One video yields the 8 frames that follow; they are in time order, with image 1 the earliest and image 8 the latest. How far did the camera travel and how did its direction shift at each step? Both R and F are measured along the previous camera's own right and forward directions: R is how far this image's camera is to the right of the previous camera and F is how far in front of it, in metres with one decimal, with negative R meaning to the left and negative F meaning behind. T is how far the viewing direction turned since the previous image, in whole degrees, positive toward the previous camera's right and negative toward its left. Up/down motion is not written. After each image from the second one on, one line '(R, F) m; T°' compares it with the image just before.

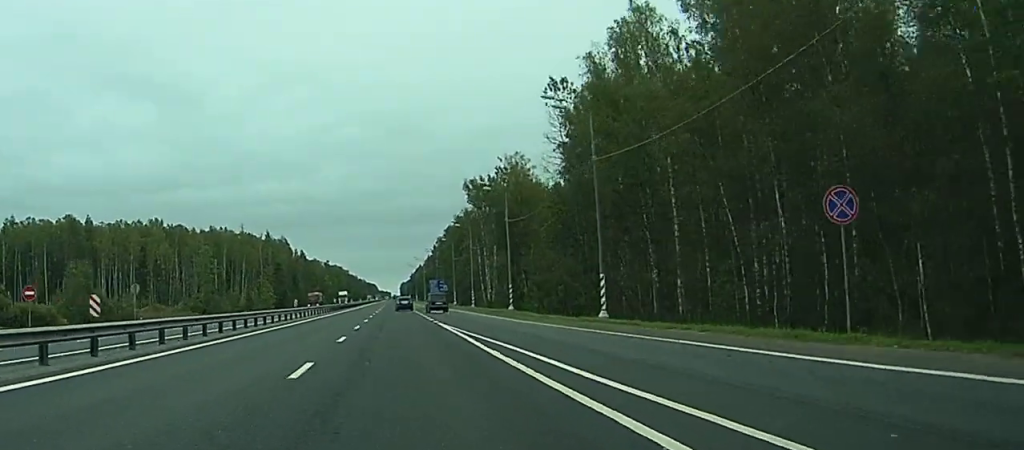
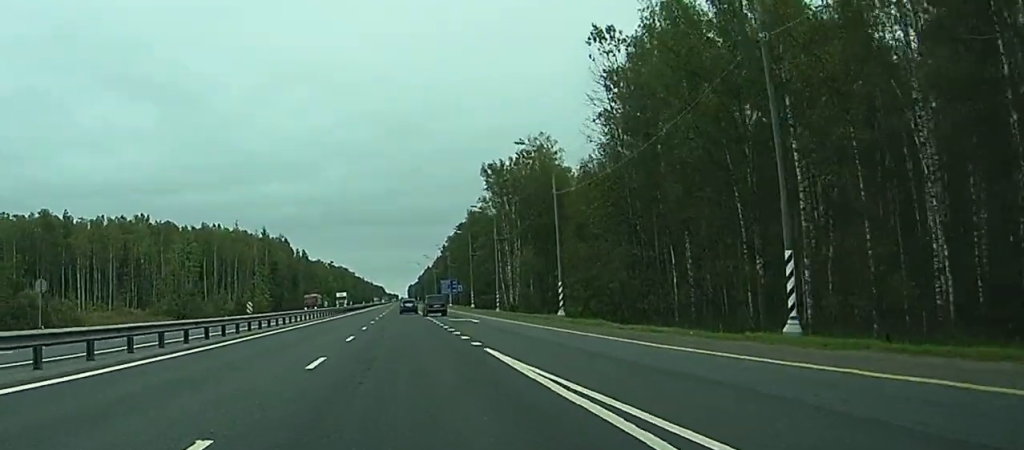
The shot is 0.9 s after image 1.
(+0.4, +21.2) m; -1°
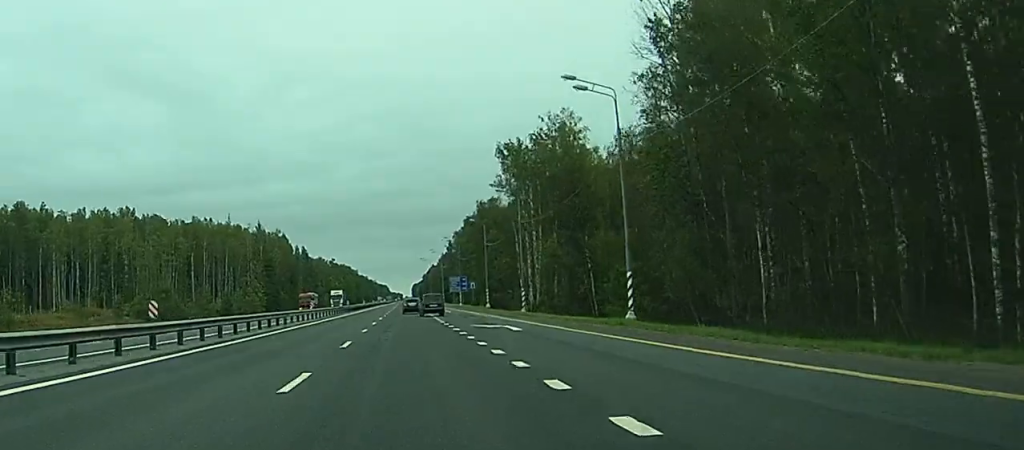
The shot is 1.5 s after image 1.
(-0.9, +16.4) m; -1°
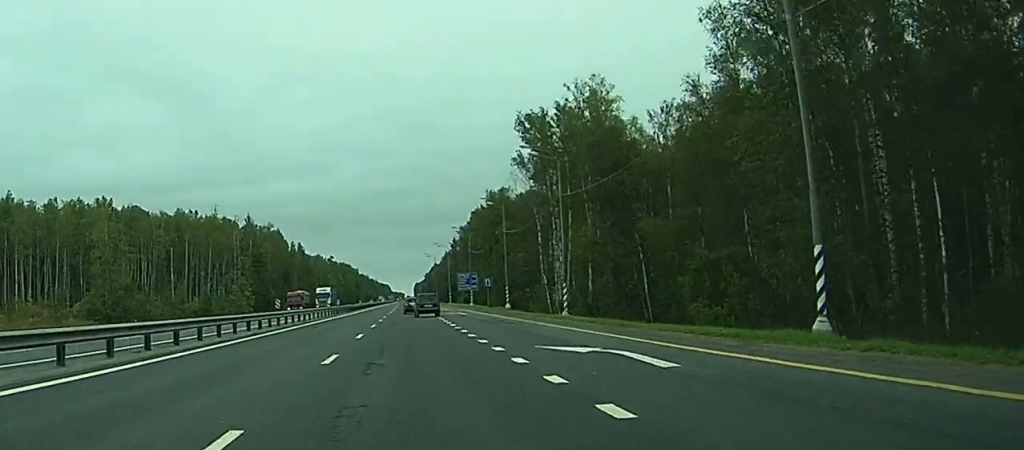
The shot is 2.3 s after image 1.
(+0.4, +18.9) m; 0°
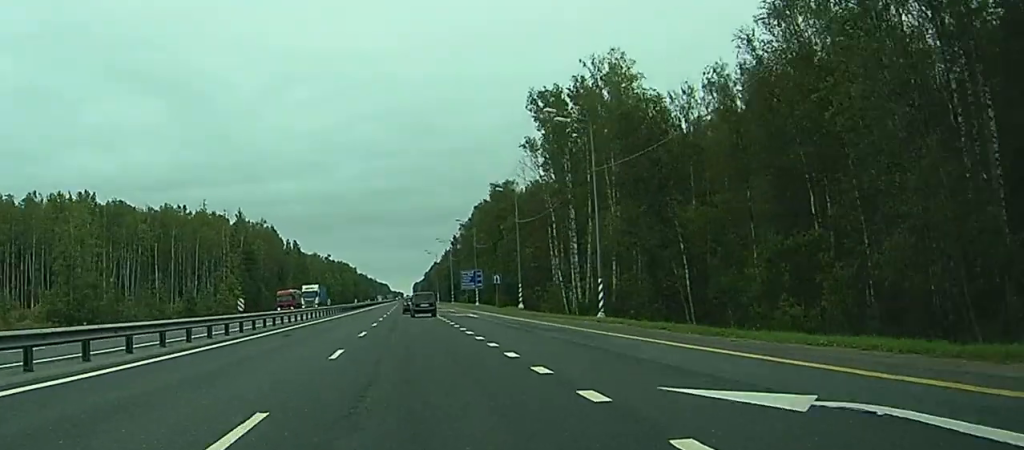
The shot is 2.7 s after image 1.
(+0.3, +10.7) m; 0°
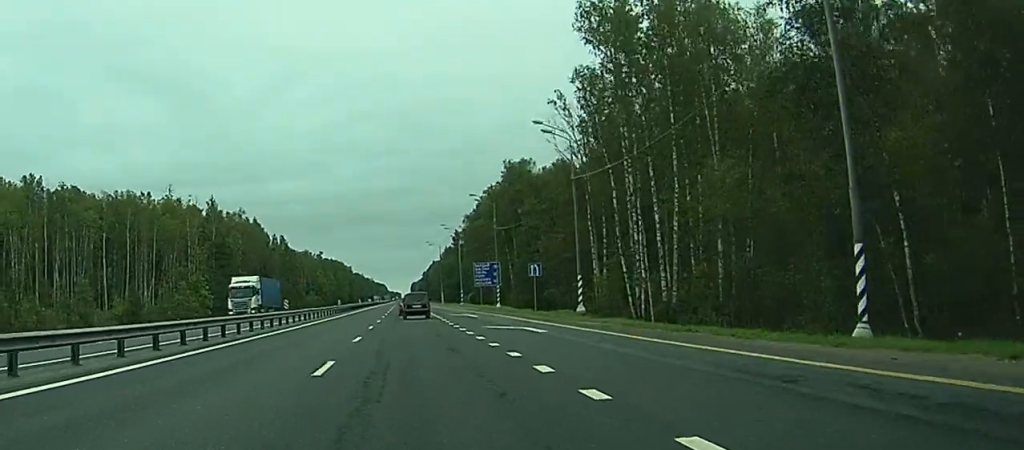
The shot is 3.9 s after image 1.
(-0.5, +27.9) m; -1°
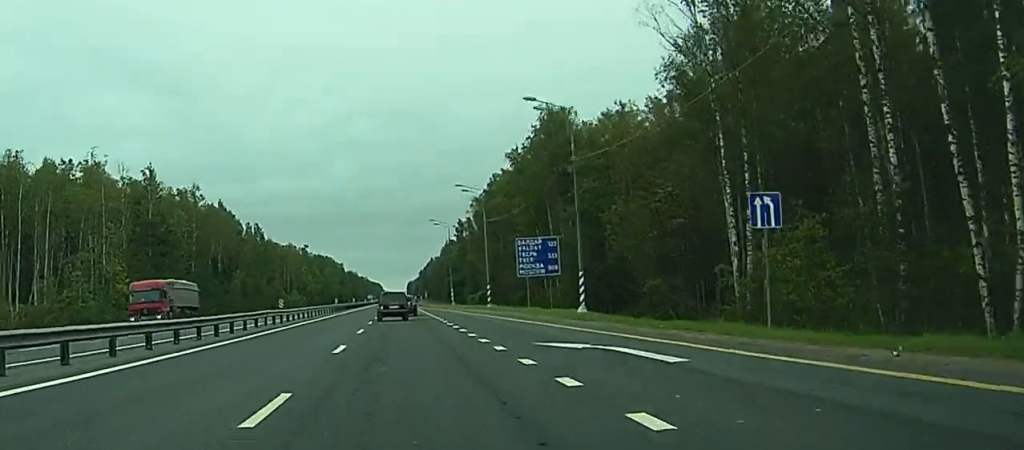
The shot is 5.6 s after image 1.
(+0.2, +42.8) m; 0°
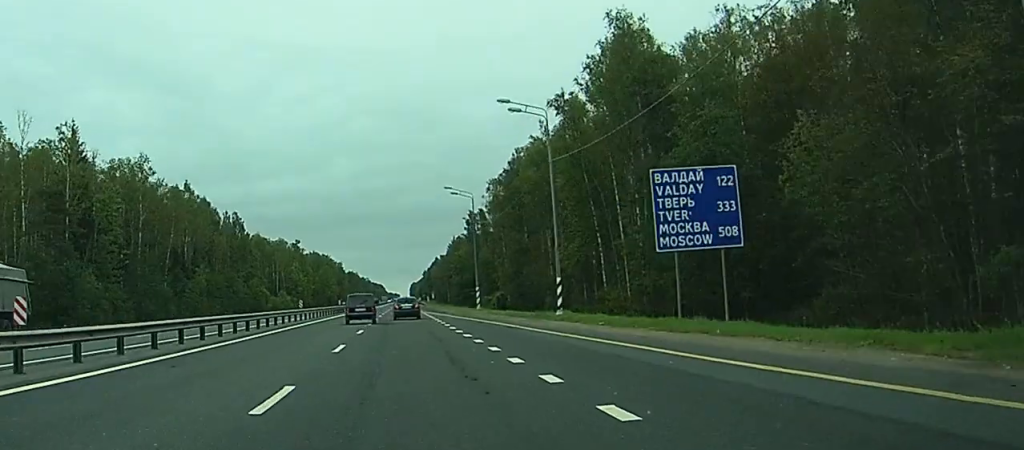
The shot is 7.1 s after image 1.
(-0.2, +35.3) m; 0°
